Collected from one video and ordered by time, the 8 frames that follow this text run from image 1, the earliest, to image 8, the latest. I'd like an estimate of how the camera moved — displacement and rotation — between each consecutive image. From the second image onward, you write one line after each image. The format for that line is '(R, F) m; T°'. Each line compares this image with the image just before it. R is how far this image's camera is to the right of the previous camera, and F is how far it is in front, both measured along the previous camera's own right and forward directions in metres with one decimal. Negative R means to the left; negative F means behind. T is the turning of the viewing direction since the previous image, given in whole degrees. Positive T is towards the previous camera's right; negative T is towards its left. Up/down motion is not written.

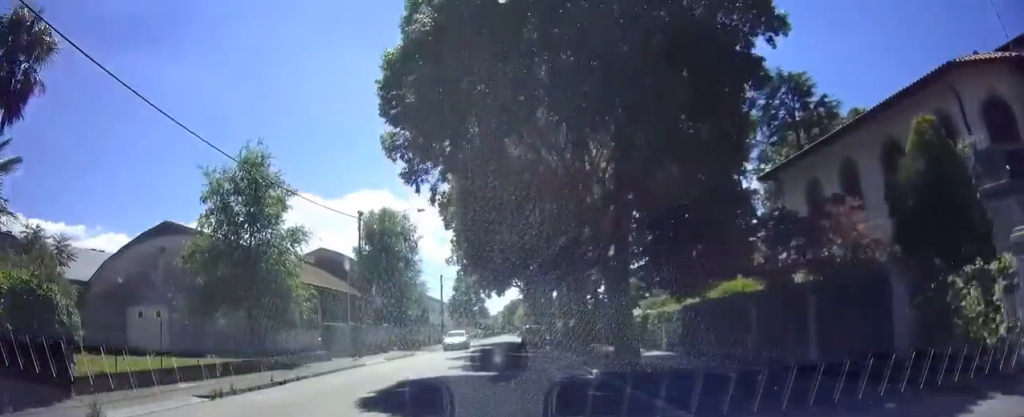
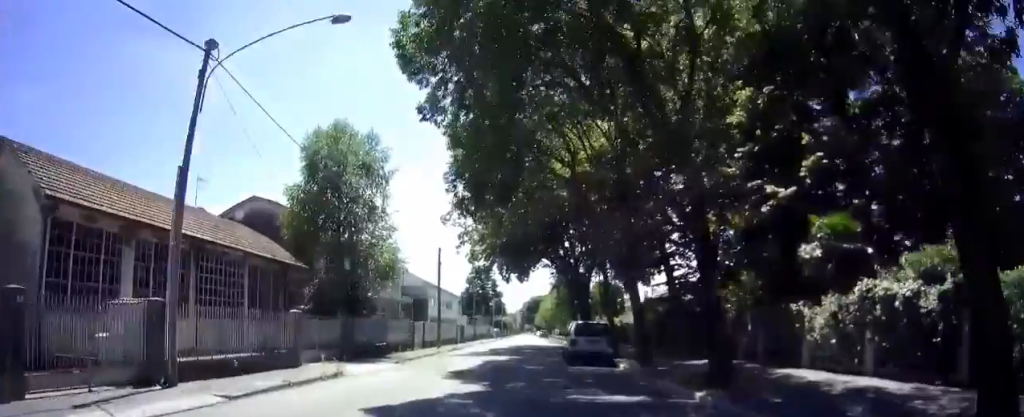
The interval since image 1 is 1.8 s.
(-1.2, +17.4) m; -5°
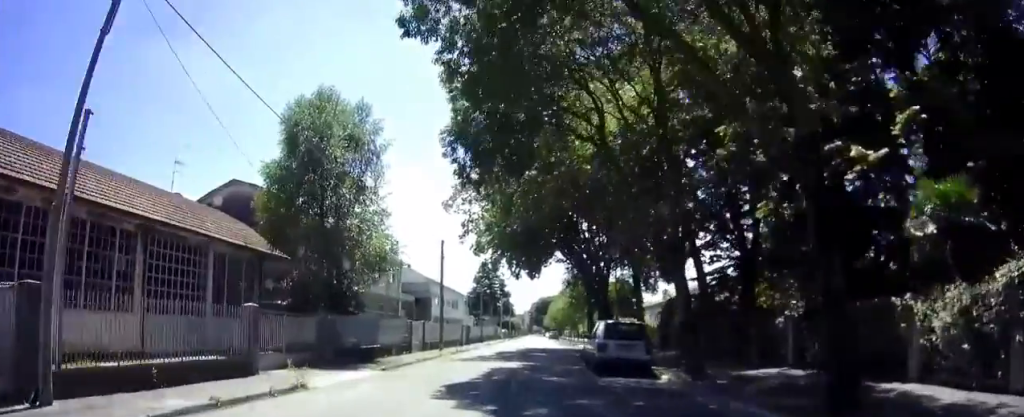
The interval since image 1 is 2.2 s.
(0.0, +4.6) m; +1°
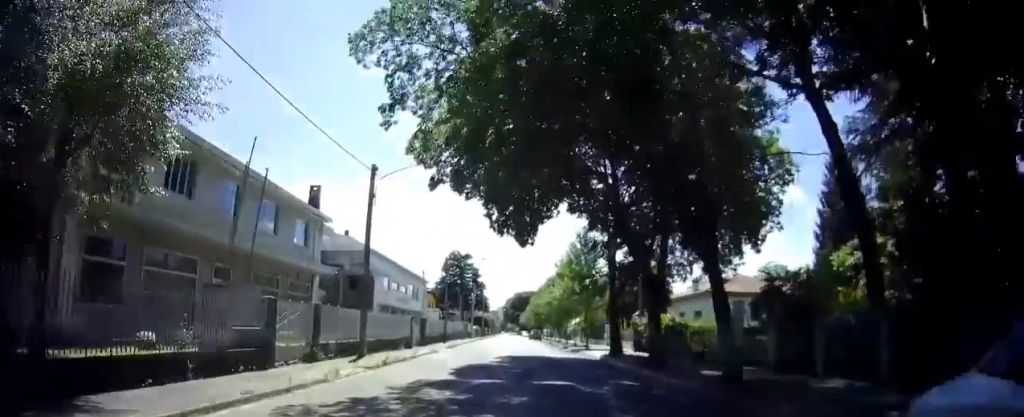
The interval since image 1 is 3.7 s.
(+0.3, +15.8) m; +2°
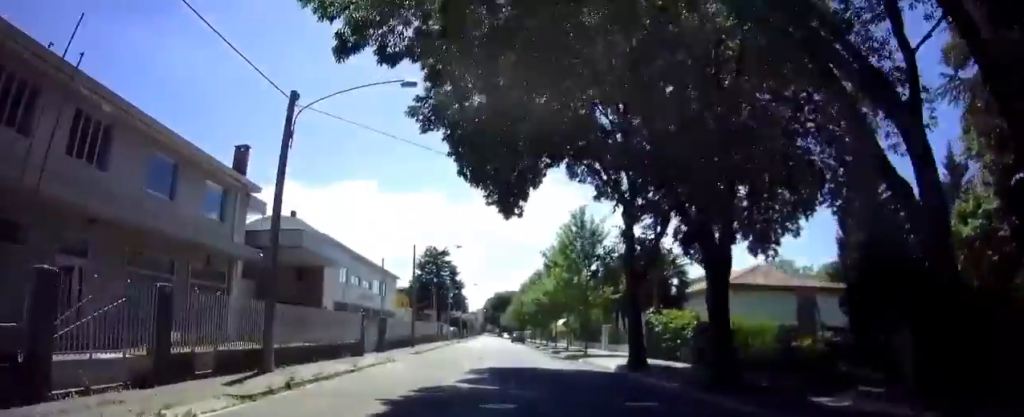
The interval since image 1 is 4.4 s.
(0.0, +7.3) m; +1°
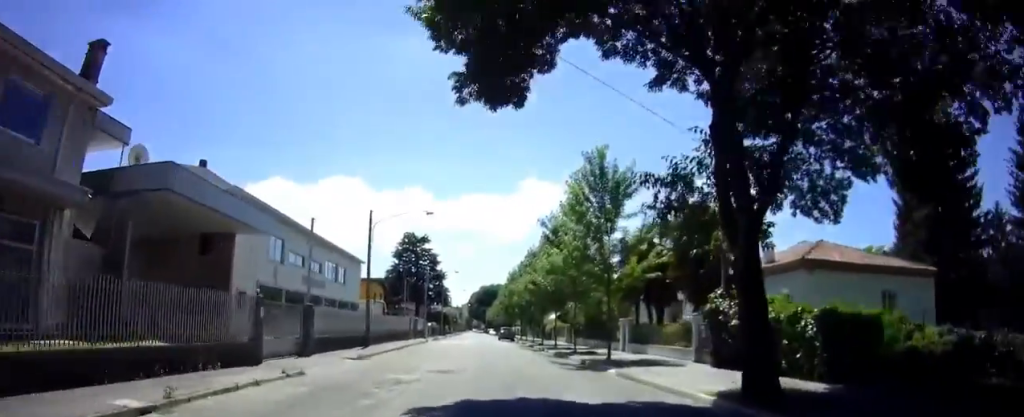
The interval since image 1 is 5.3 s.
(+0.2, +10.0) m; +2°
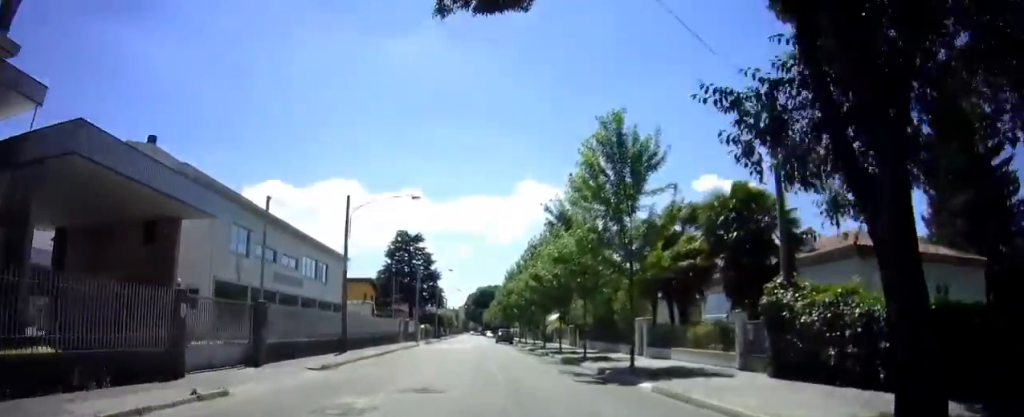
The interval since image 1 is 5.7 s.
(0.0, +4.5) m; +1°
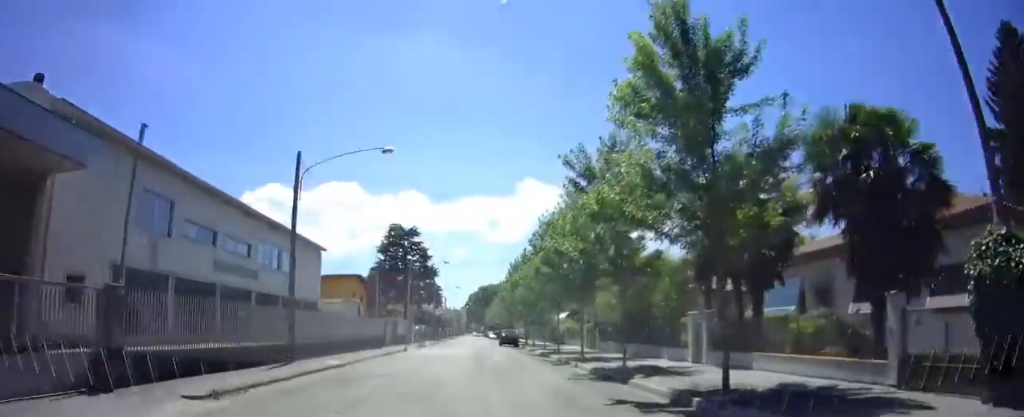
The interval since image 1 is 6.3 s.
(0.0, +7.3) m; -1°
